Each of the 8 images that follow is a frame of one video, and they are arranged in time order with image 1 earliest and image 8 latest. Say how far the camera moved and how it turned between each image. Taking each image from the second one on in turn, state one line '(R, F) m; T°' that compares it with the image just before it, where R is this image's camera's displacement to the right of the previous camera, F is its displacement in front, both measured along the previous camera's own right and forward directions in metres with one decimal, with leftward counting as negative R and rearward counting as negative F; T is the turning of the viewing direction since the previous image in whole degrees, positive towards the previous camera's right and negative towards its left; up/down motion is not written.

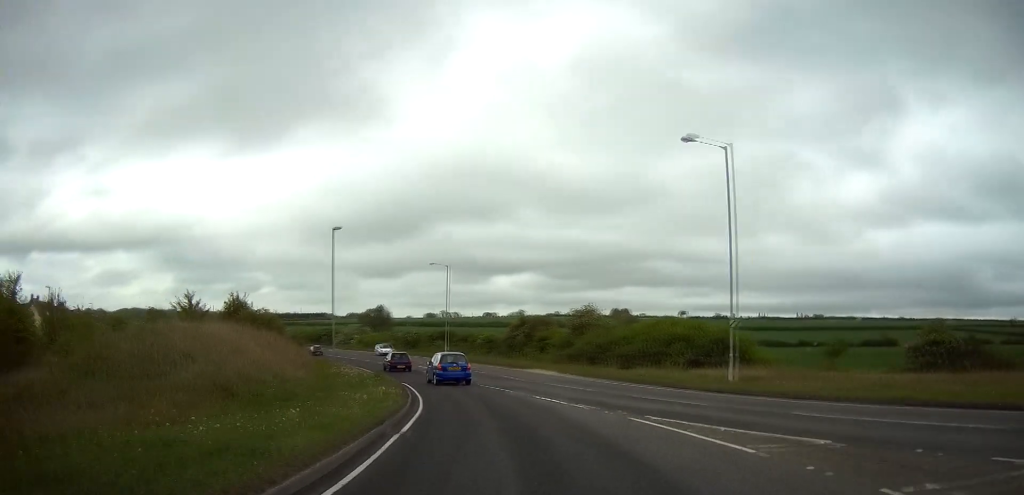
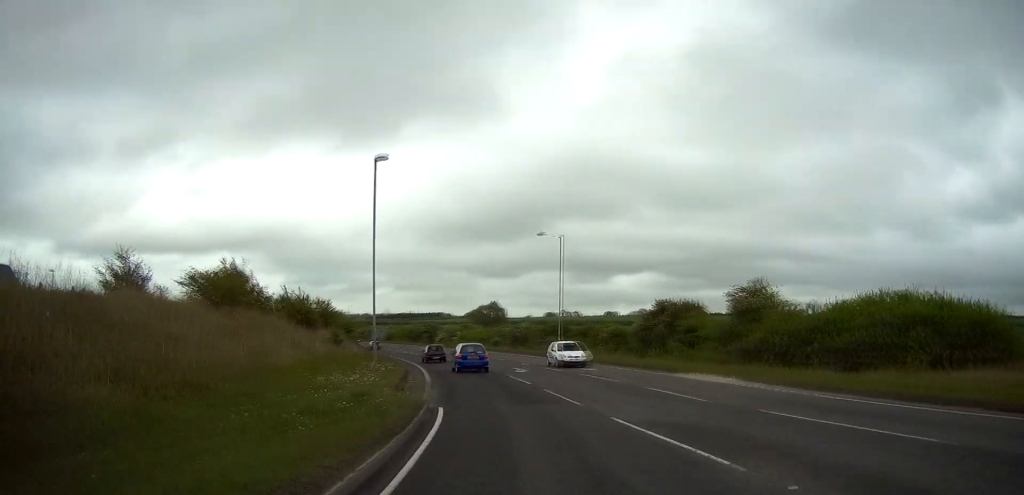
(-1.7, +17.3) m; -9°
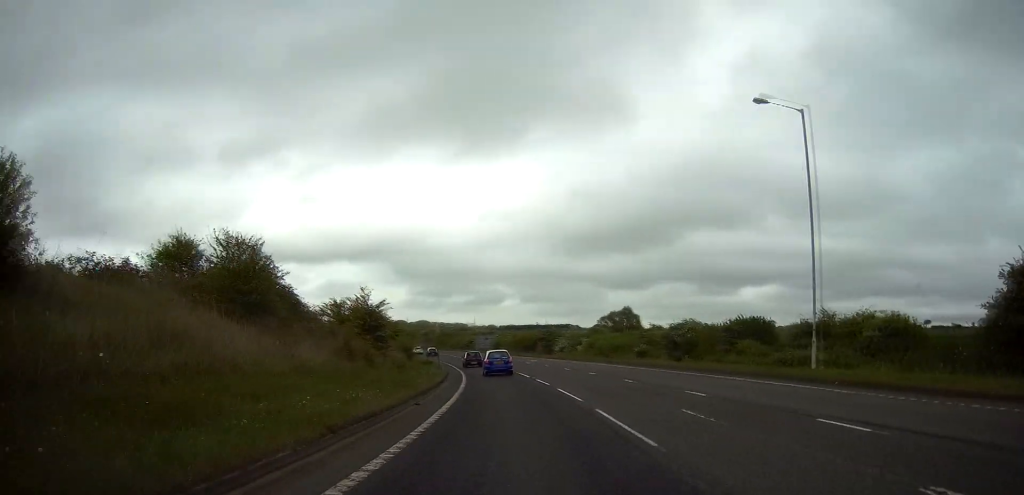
(-3.2, +31.8) m; -10°
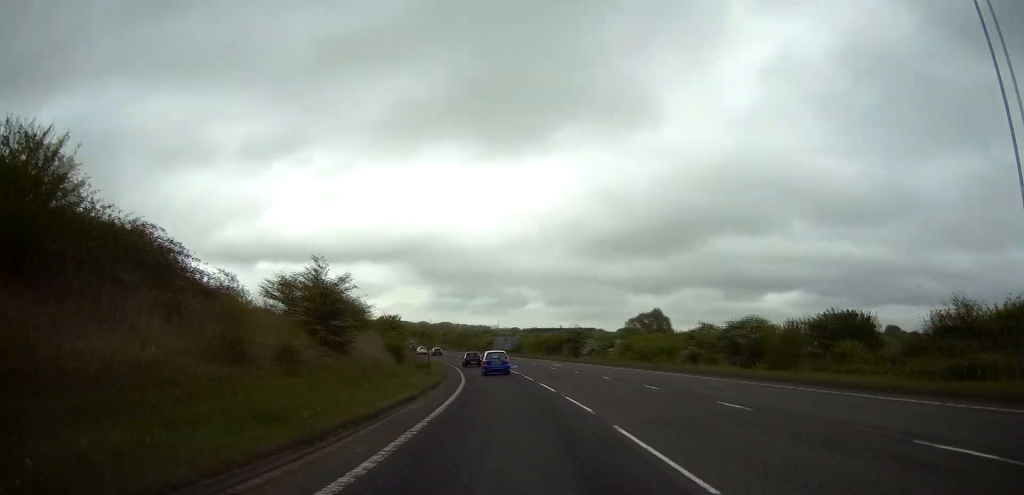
(-0.2, +11.8) m; -3°
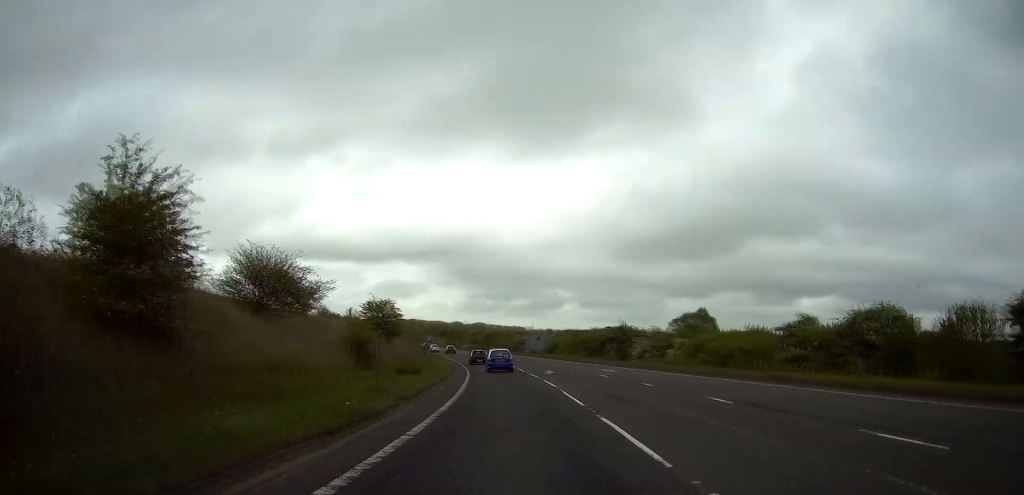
(-0.3, +15.4) m; -3°
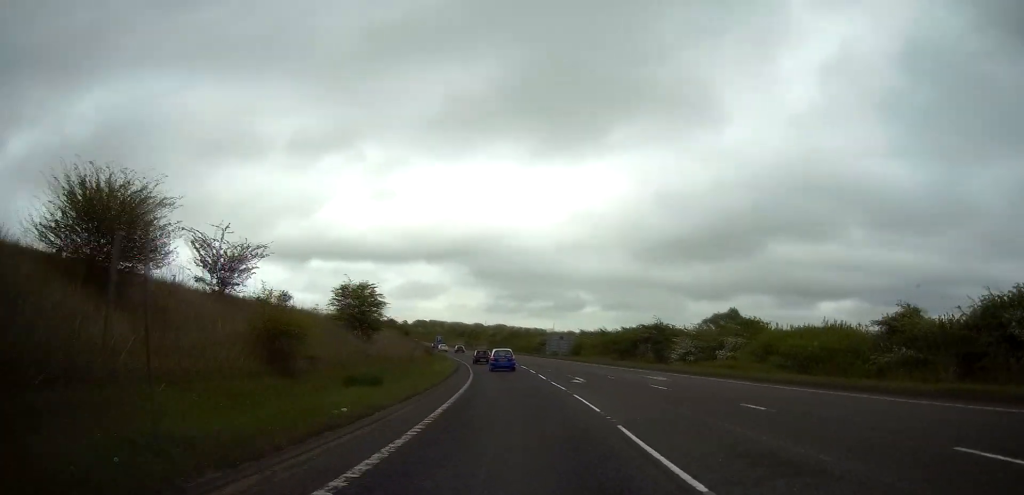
(-0.3, +10.9) m; -2°
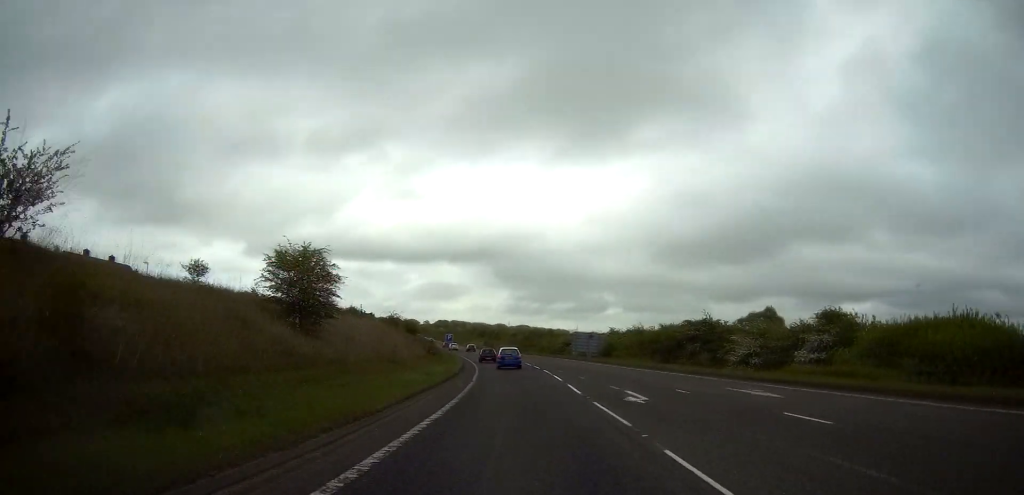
(-0.2, +11.8) m; -2°
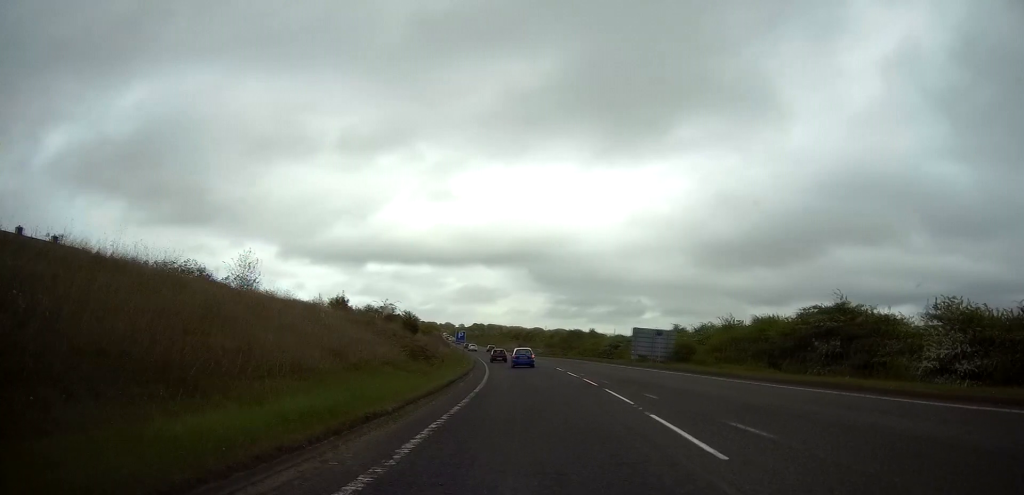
(-0.6, +22.1) m; -2°
